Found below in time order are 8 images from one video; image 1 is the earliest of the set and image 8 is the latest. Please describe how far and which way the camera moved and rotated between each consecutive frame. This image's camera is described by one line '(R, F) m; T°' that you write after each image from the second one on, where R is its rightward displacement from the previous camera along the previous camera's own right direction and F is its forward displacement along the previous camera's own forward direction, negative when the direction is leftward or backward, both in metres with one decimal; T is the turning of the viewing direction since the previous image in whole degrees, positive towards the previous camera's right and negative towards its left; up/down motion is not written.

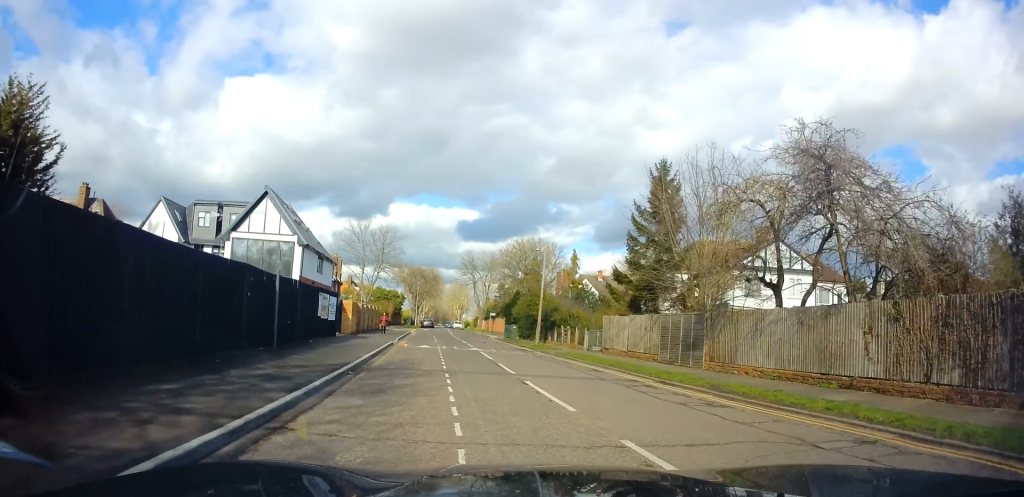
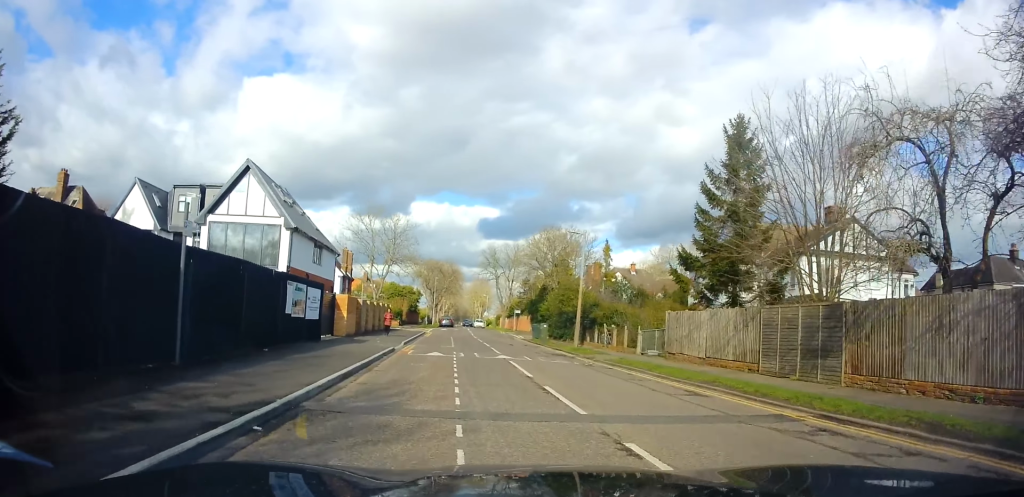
(-0.1, +6.3) m; -3°
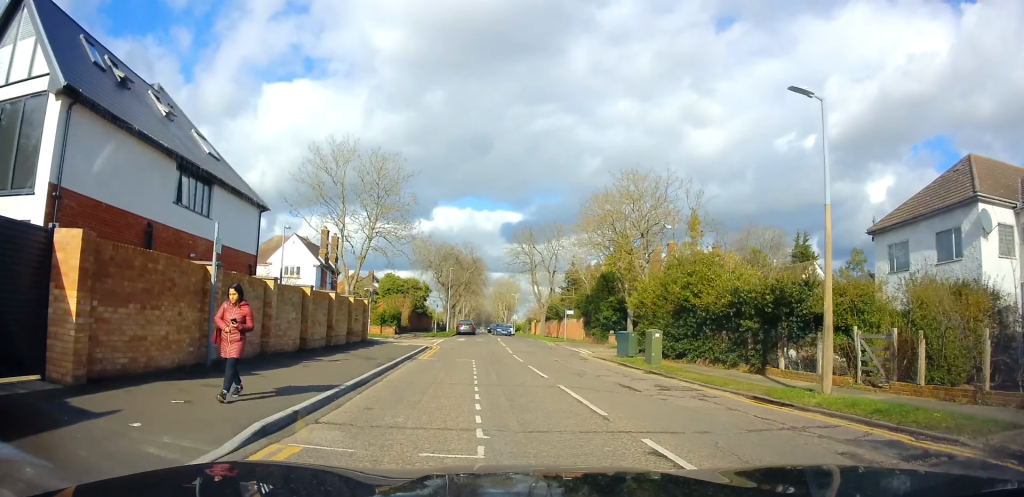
(-0.3, +19.9) m; -3°
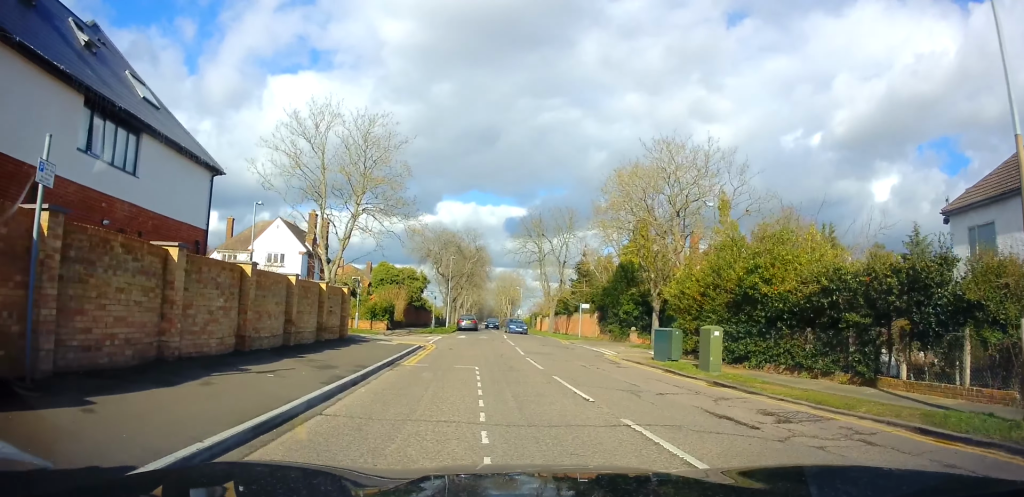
(-0.3, +5.1) m; 0°
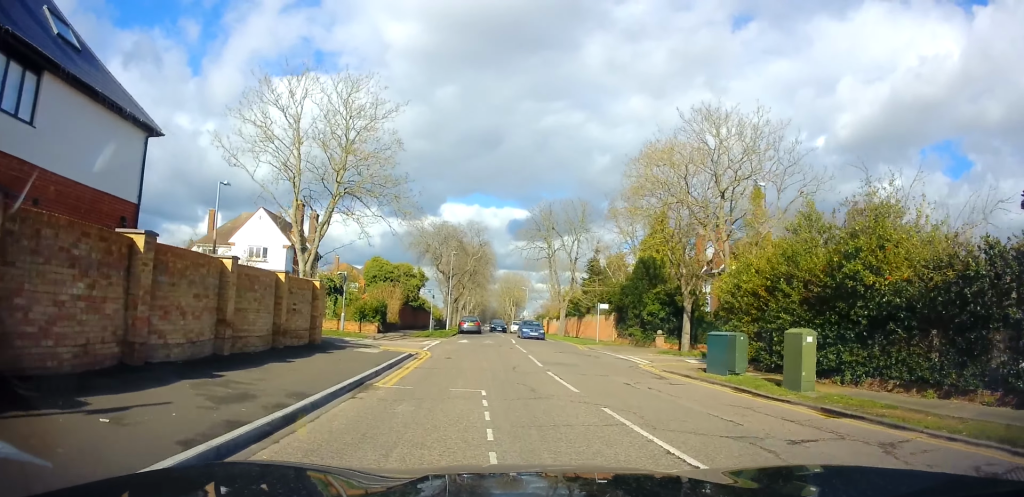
(+0.3, +4.6) m; 0°
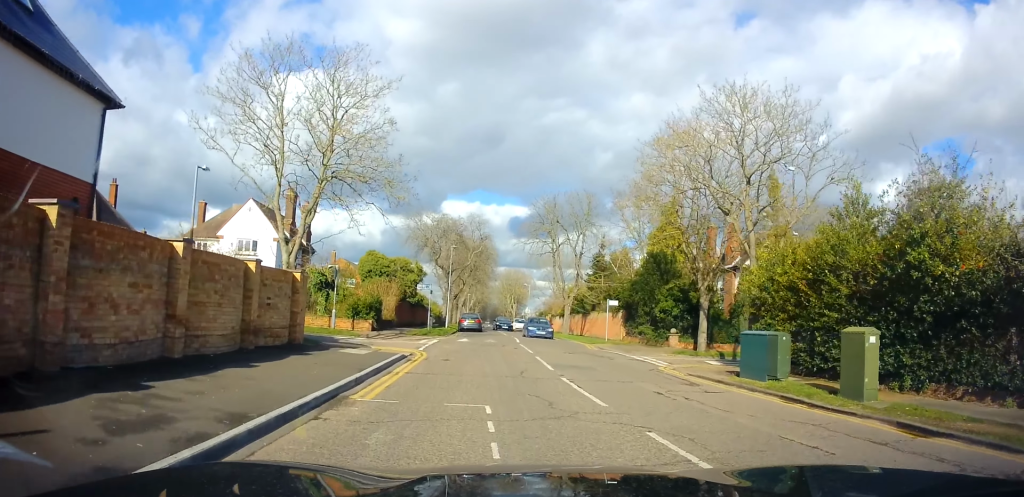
(0.0, +2.0) m; 0°
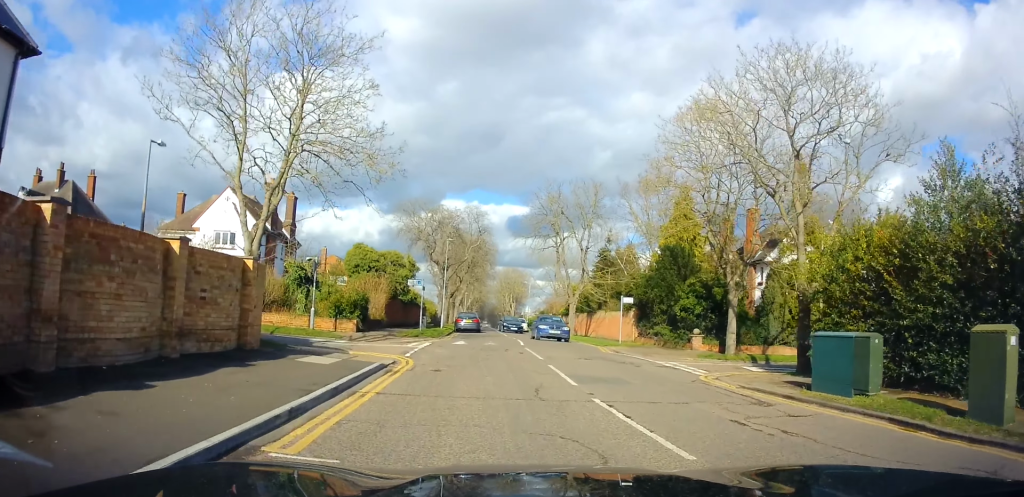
(-0.2, +3.5) m; 0°
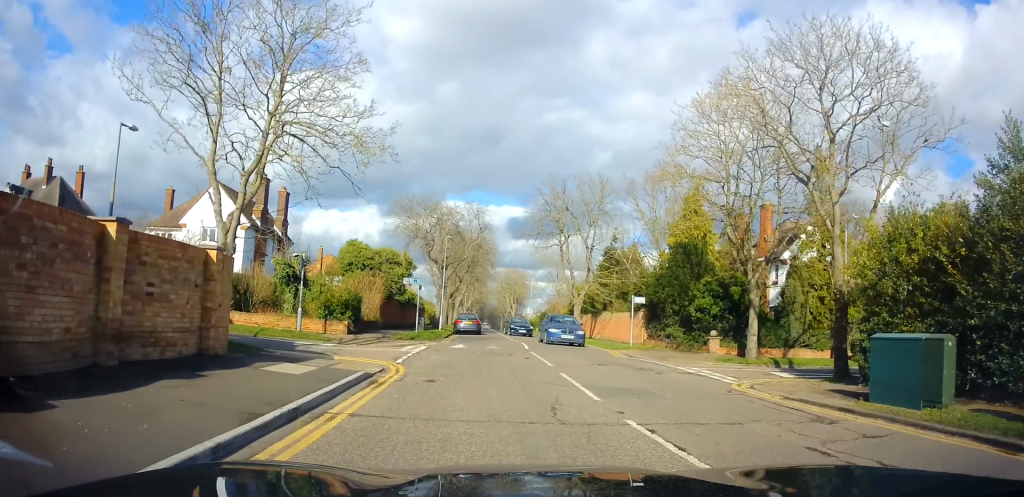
(+0.1, +1.9) m; +2°
